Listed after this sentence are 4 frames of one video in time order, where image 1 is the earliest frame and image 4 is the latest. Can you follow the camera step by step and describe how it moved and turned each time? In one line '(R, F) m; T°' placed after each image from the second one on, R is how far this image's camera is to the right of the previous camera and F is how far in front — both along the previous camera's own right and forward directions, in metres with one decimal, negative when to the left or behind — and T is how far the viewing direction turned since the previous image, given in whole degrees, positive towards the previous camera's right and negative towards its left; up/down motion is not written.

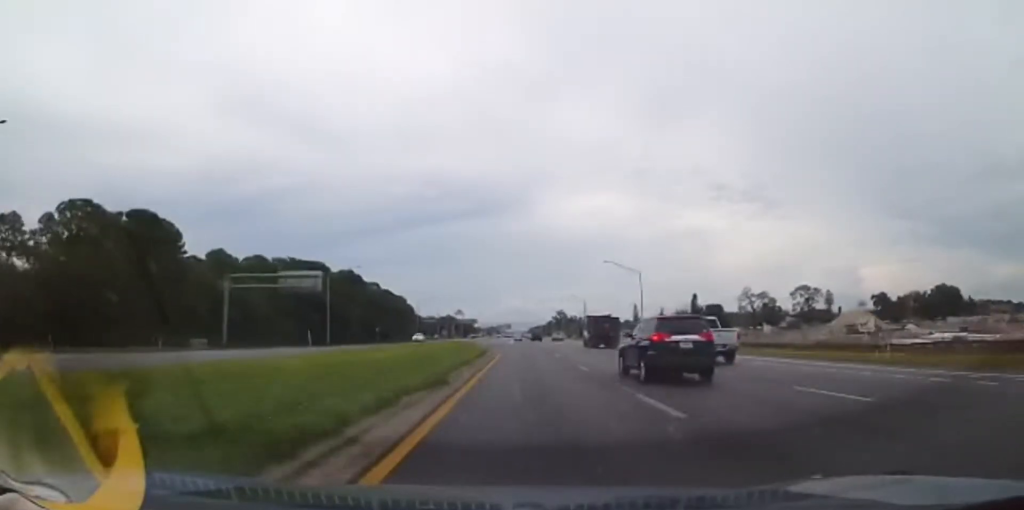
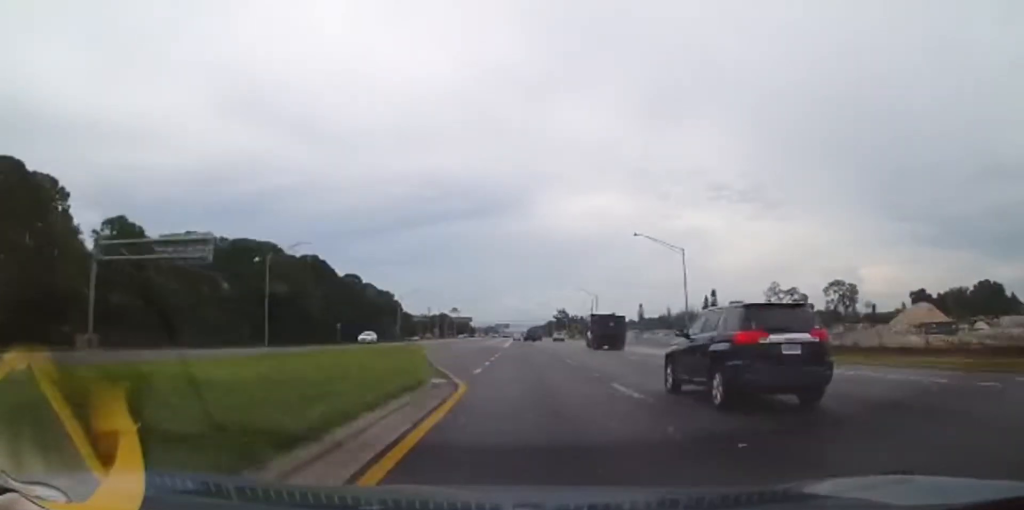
(+0.3, +22.3) m; 0°
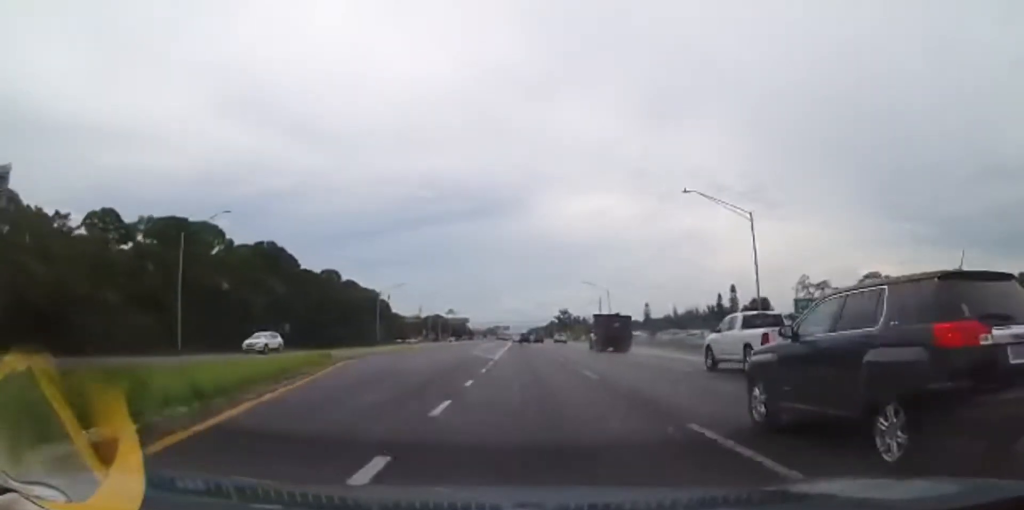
(+0.2, +18.8) m; 0°
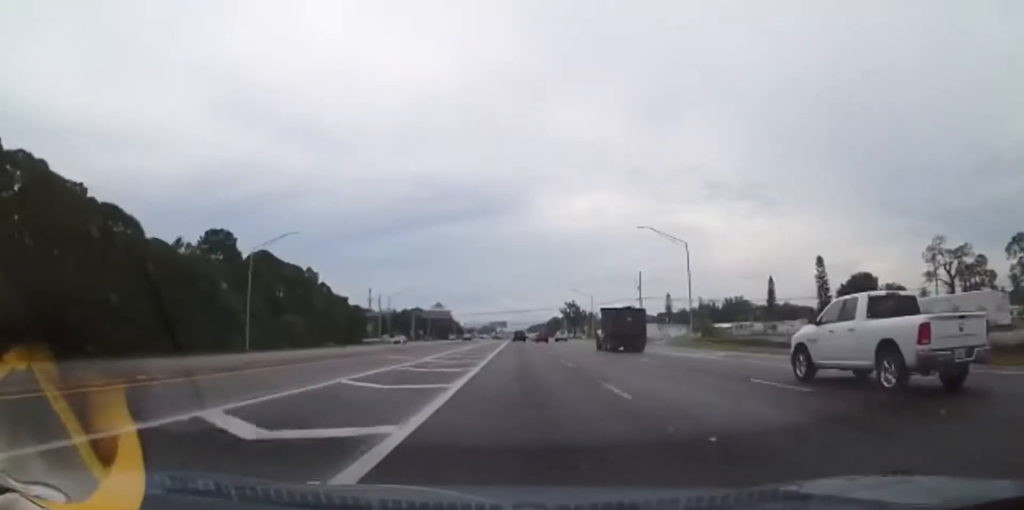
(-0.2, +54.3) m; 0°
